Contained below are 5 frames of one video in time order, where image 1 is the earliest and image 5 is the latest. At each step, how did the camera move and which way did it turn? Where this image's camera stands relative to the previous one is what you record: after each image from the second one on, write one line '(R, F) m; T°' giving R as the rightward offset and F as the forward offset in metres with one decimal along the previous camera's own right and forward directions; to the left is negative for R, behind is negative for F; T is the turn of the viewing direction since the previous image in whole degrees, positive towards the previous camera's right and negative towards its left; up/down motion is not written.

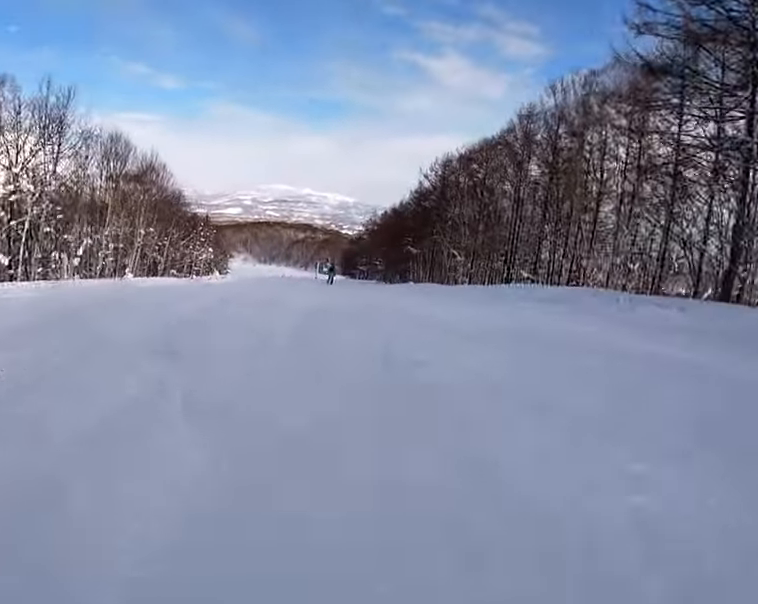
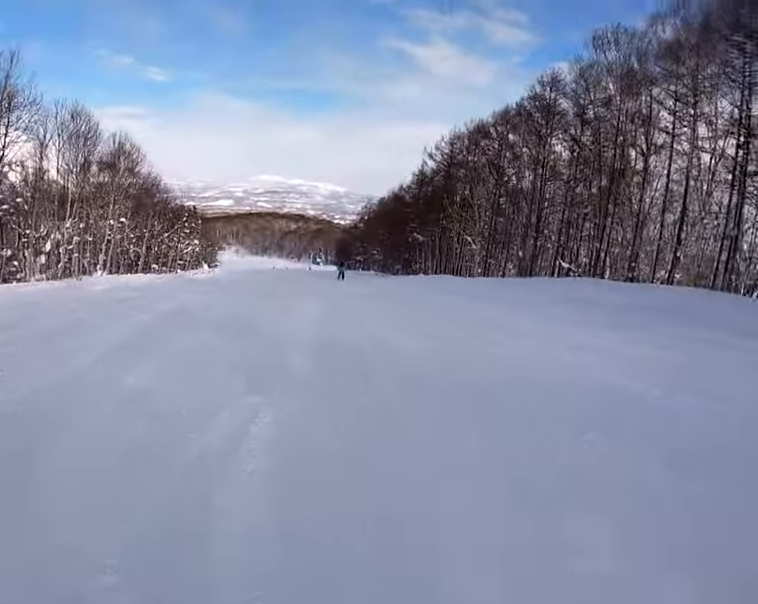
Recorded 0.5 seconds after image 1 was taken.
(+0.1, +6.7) m; 0°
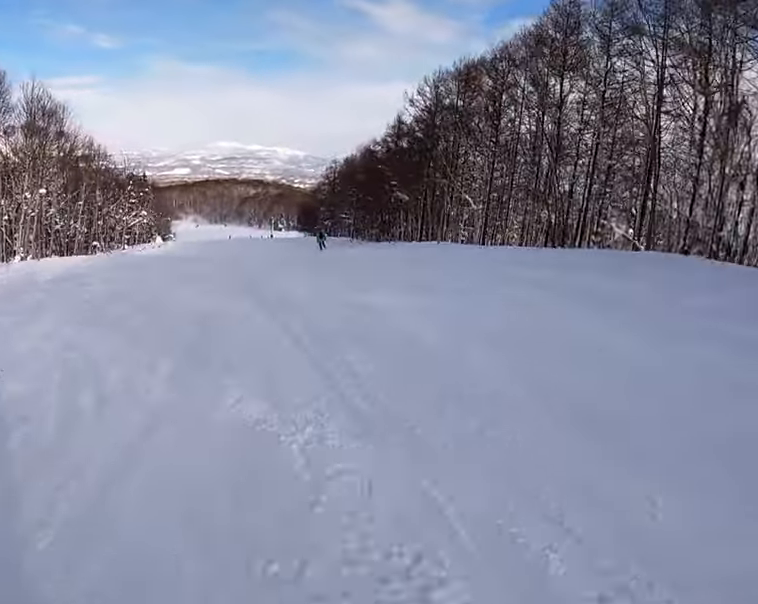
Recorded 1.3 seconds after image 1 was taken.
(0.0, +8.9) m; 0°
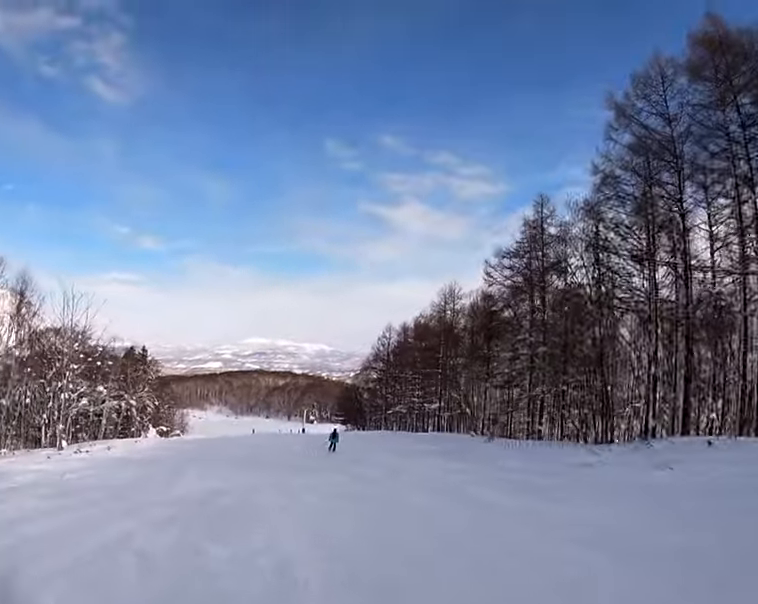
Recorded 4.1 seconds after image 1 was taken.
(-0.1, +34.5) m; +1°
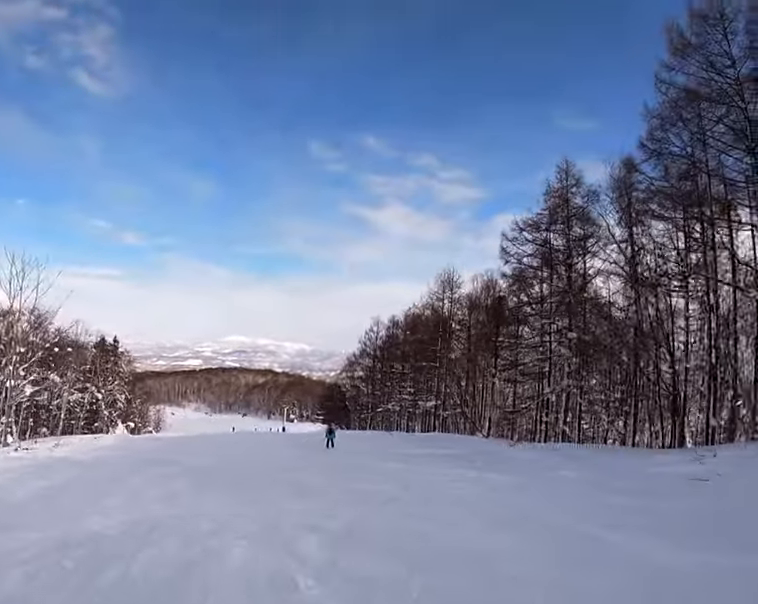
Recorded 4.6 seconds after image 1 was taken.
(0.0, +6.0) m; +2°
